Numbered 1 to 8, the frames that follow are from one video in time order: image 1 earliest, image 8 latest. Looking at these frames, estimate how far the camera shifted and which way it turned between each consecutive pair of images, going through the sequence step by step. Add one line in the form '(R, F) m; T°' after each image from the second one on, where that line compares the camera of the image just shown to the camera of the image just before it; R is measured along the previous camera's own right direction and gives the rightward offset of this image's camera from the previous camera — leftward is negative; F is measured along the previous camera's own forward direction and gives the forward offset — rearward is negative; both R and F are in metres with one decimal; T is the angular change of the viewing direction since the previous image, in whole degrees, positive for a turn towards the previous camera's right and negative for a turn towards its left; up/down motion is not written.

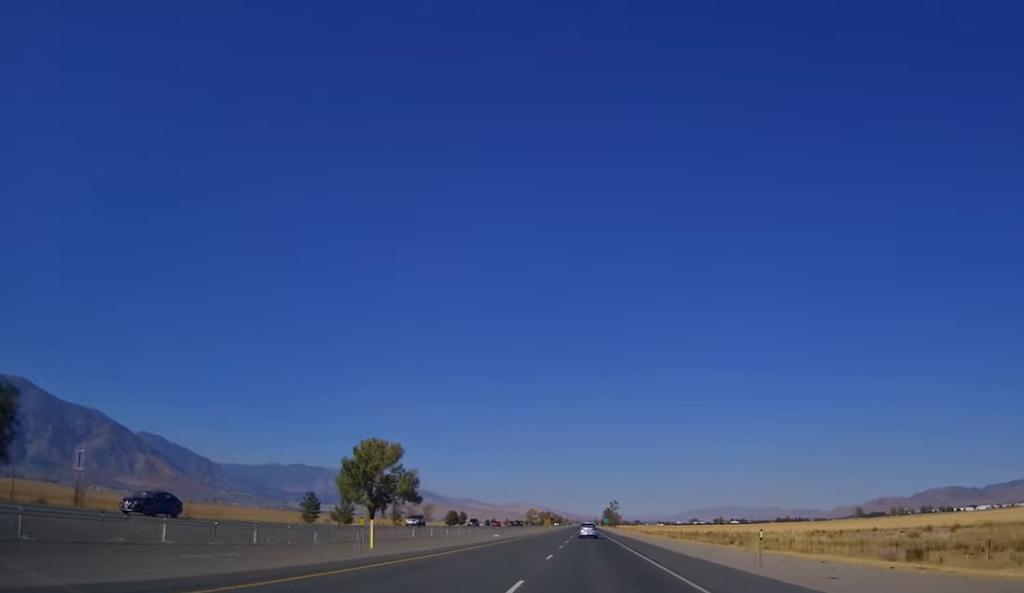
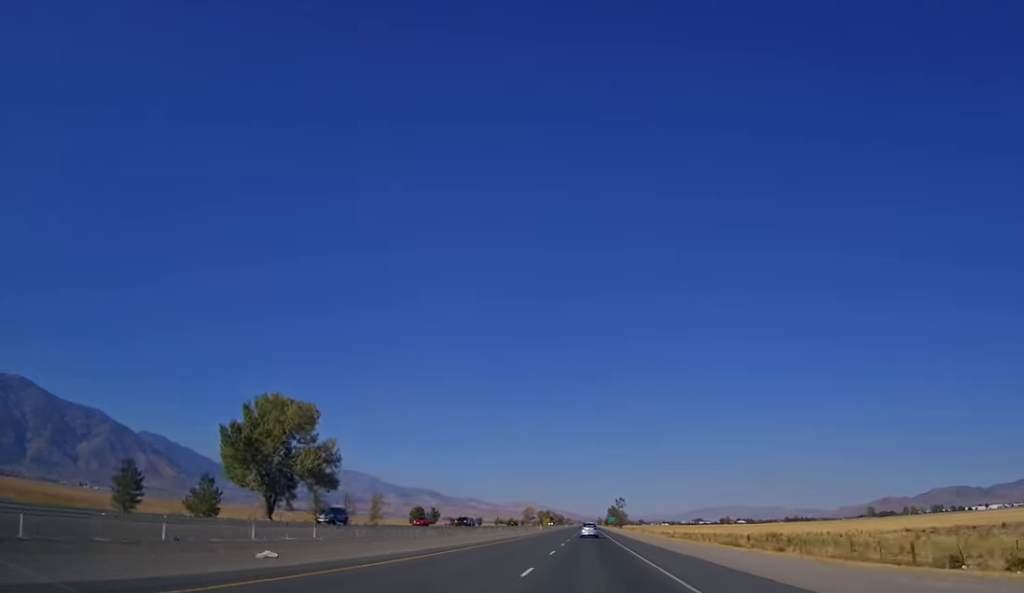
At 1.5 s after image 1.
(+0.3, +44.4) m; 0°
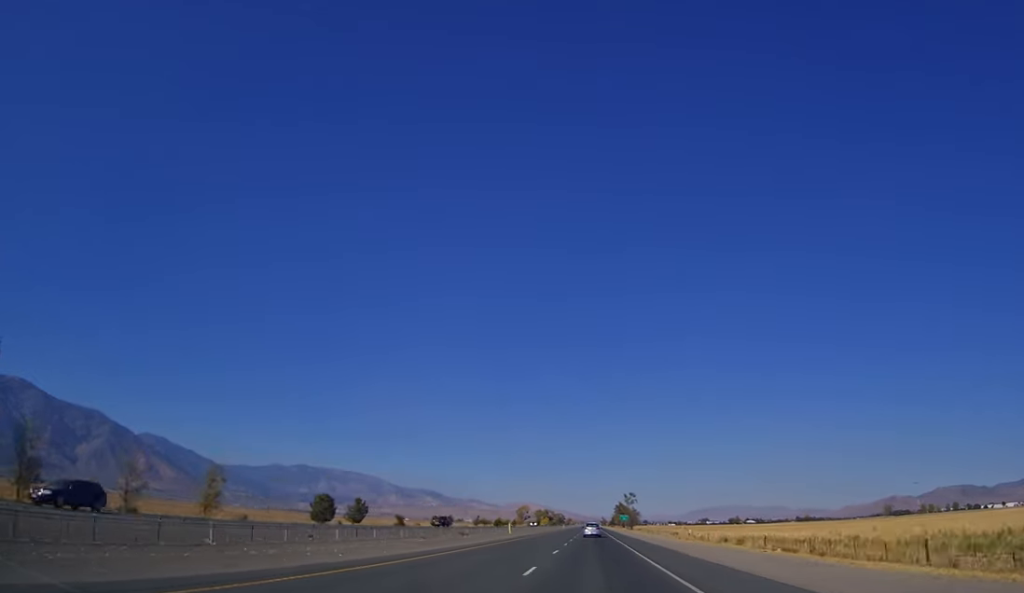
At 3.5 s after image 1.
(-0.6, +60.8) m; -1°
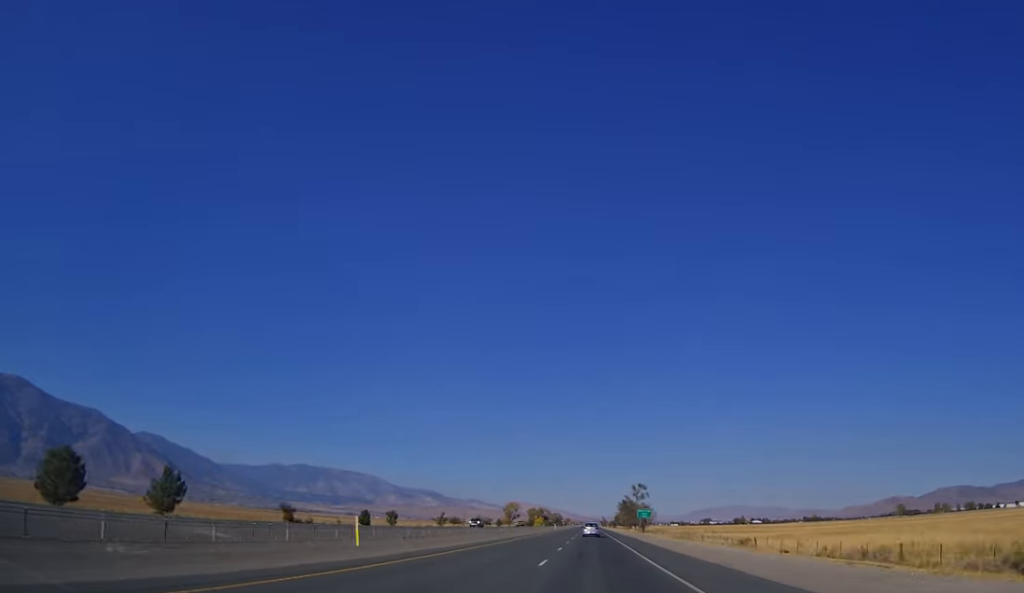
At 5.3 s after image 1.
(0.0, +57.0) m; 0°
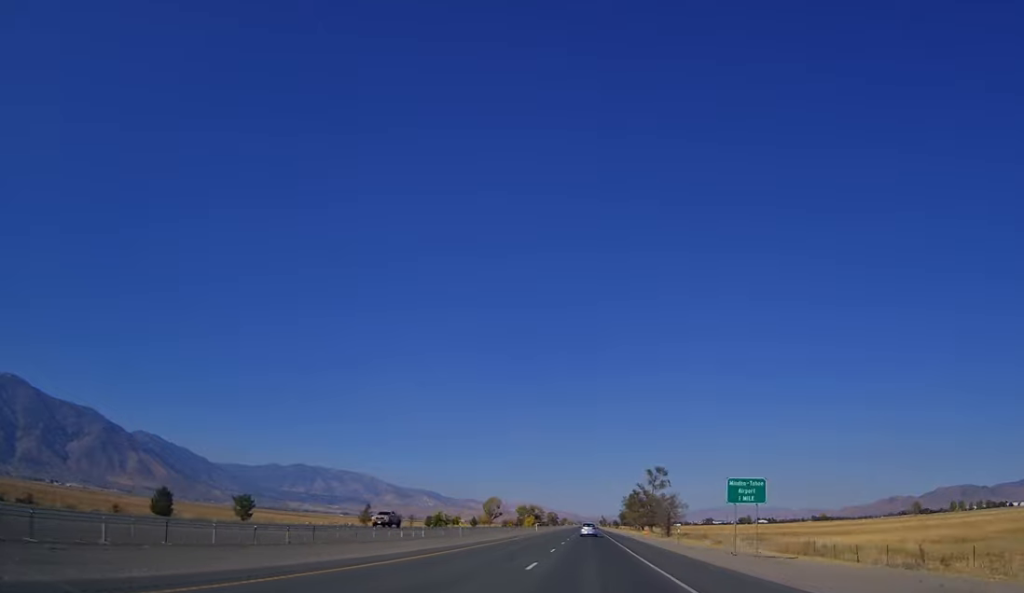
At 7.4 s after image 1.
(0.0, +63.2) m; 0°
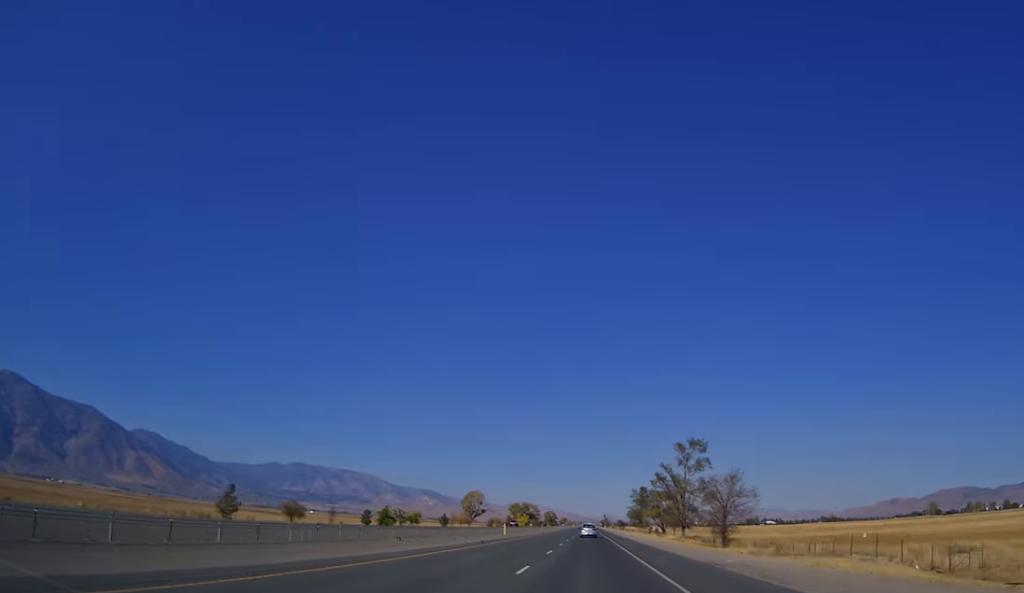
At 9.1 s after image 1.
(+0.1, +51.1) m; 0°
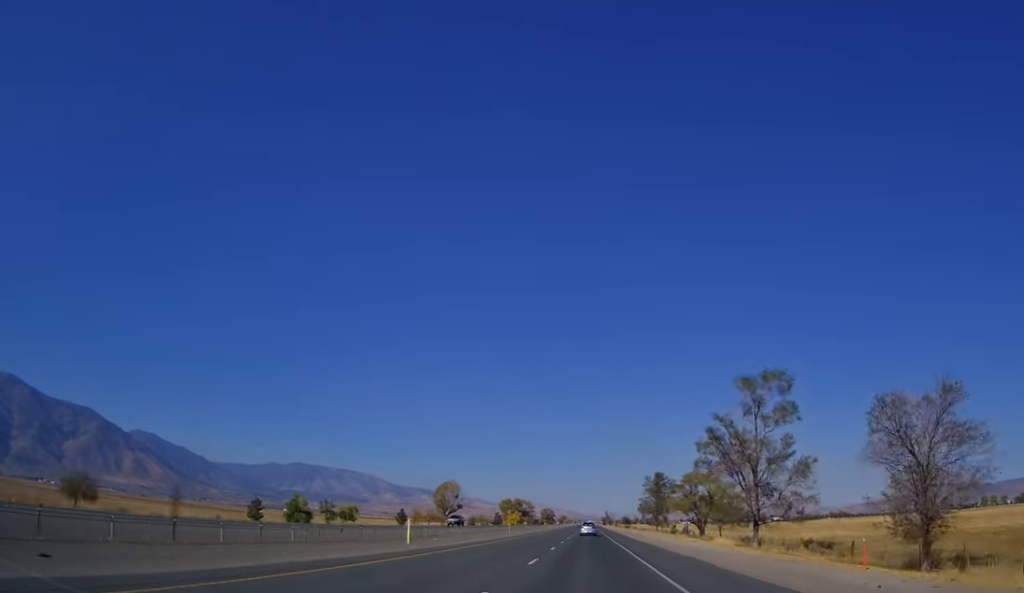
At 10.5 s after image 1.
(0.0, +45.2) m; -1°
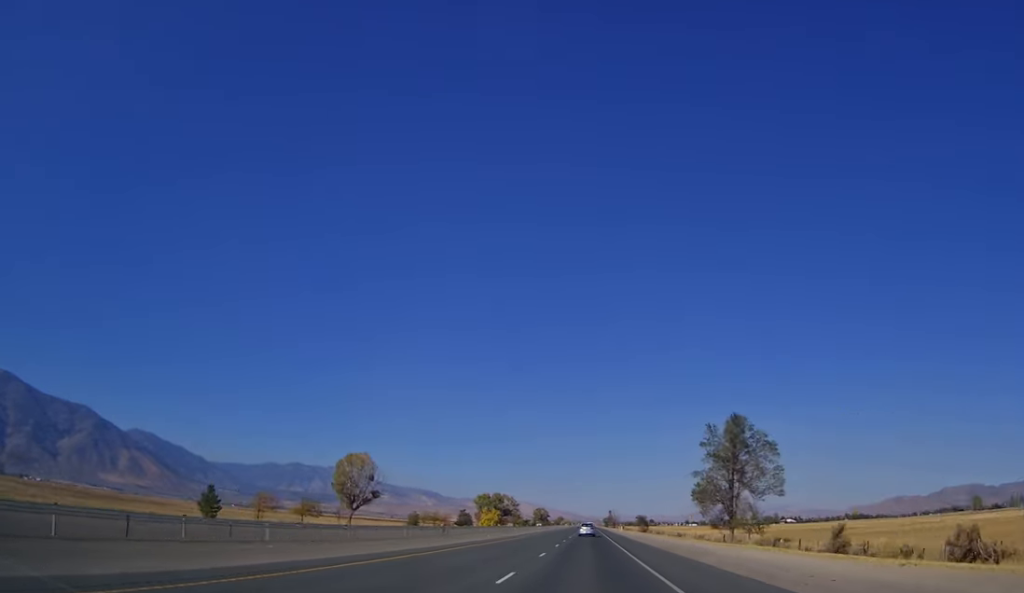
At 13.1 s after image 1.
(-1.4, +80.2) m; 0°
